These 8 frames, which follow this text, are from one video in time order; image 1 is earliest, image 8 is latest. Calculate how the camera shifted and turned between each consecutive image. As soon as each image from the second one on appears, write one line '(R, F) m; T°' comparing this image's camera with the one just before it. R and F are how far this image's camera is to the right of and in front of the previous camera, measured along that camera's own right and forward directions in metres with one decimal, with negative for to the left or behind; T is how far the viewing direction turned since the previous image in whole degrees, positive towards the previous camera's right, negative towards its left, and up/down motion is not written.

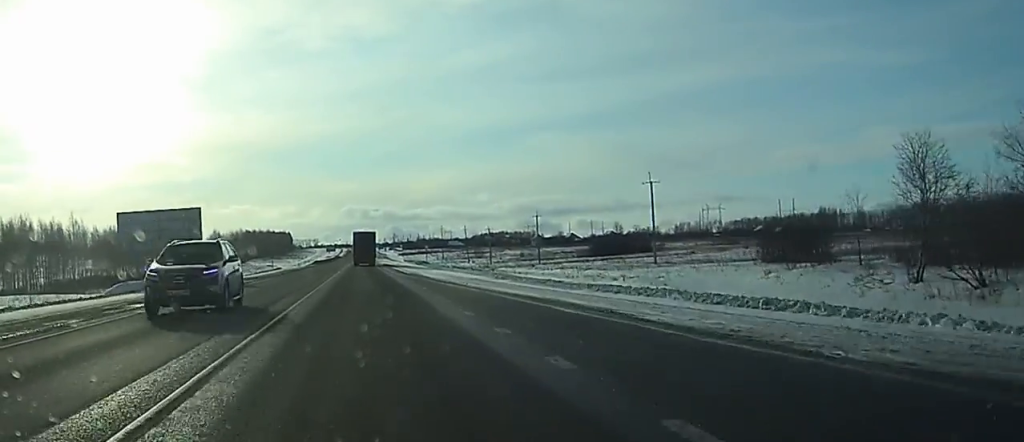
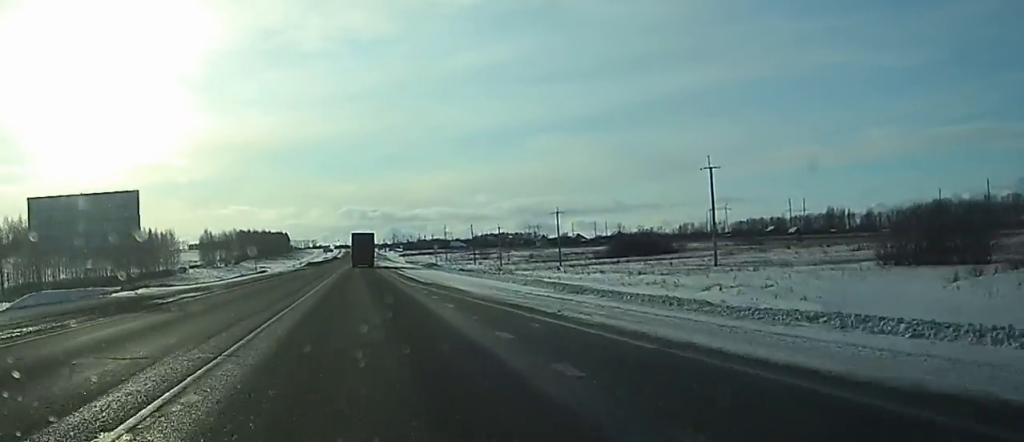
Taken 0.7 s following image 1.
(0.0, +16.2) m; 0°
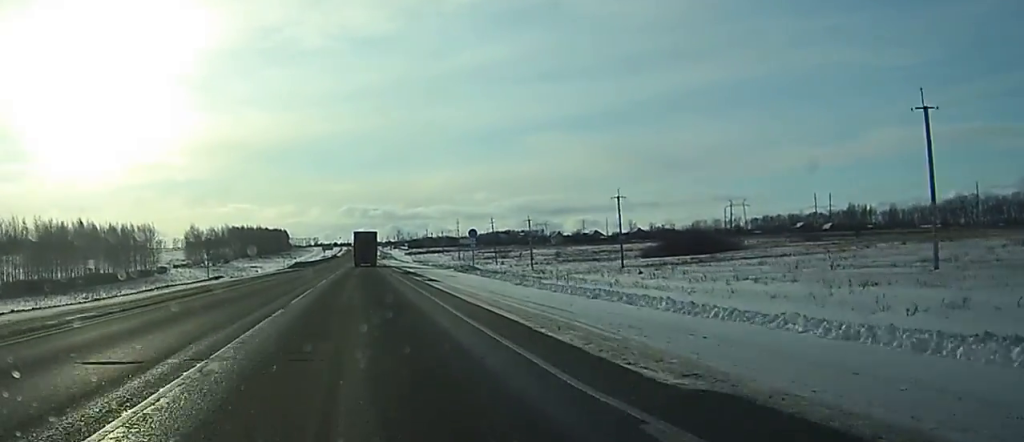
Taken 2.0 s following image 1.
(-0.2, +30.6) m; -1°
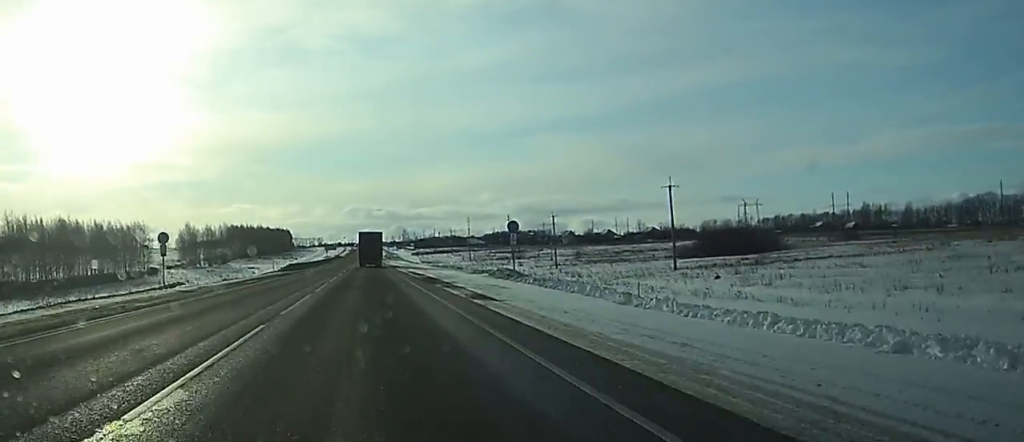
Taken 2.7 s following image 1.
(-0.1, +15.9) m; 0°
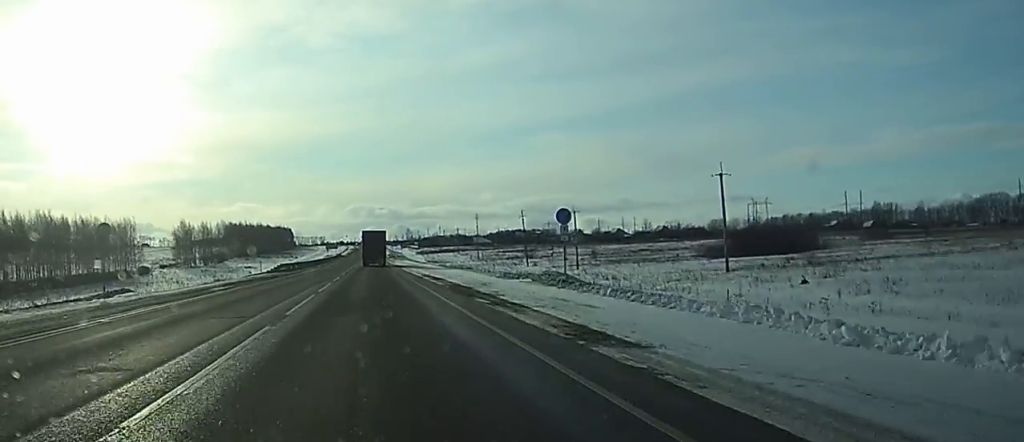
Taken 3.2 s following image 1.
(0.0, +12.0) m; 0°
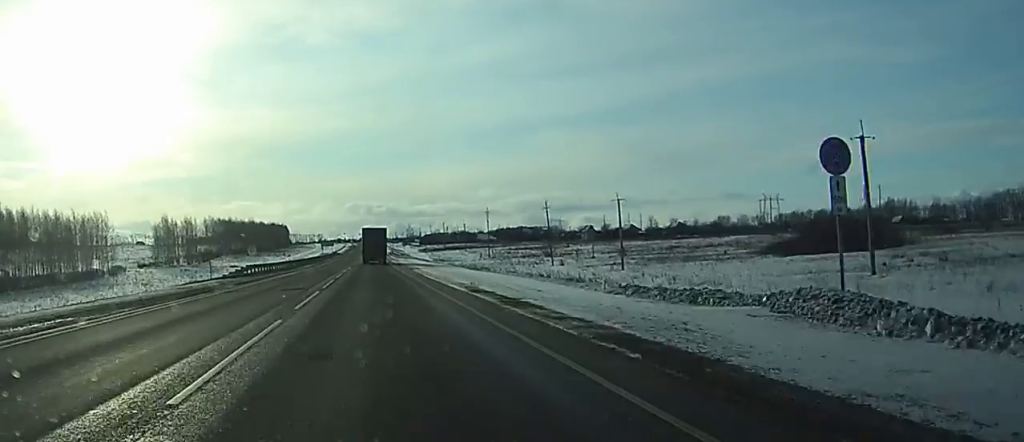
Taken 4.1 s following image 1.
(0.0, +22.7) m; 0°
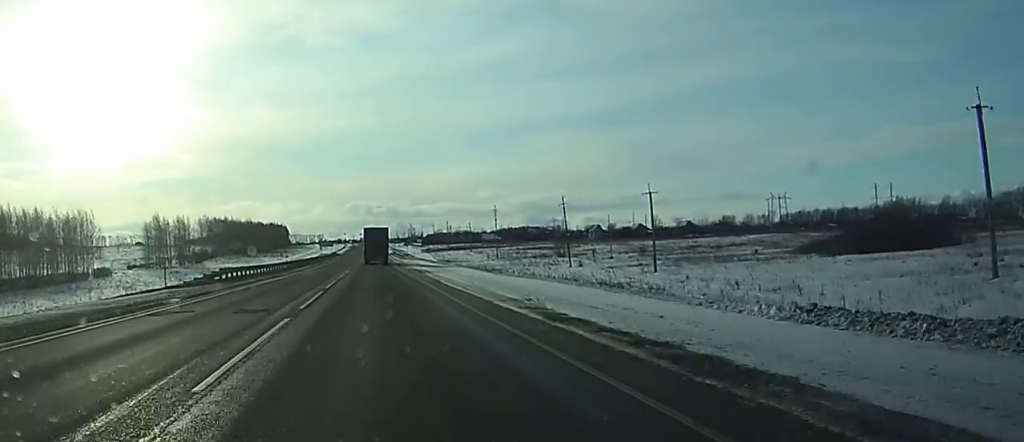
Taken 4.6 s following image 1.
(0.0, +11.4) m; 0°
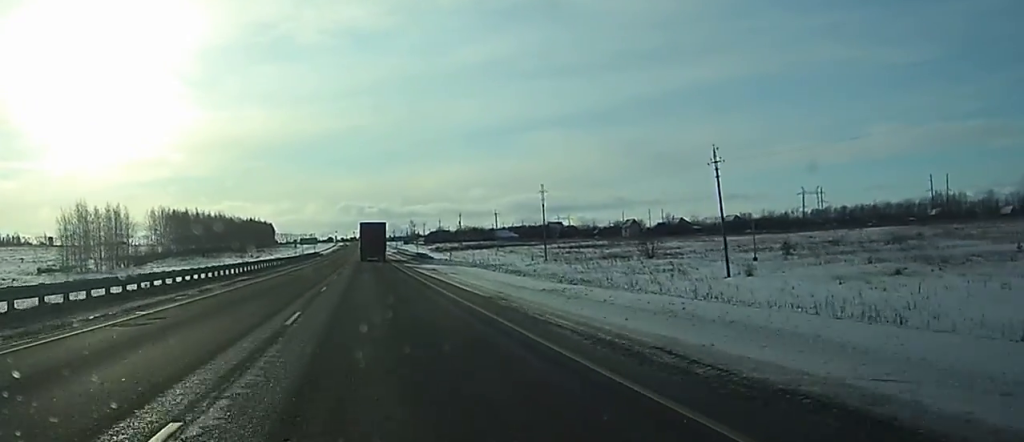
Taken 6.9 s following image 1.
(+0.3, +58.9) m; +1°
